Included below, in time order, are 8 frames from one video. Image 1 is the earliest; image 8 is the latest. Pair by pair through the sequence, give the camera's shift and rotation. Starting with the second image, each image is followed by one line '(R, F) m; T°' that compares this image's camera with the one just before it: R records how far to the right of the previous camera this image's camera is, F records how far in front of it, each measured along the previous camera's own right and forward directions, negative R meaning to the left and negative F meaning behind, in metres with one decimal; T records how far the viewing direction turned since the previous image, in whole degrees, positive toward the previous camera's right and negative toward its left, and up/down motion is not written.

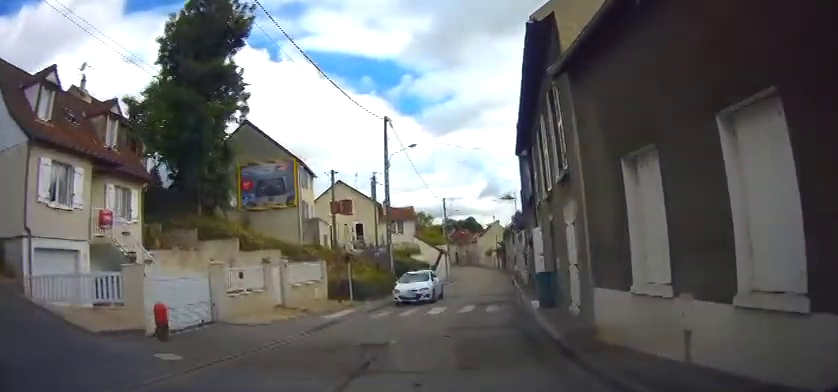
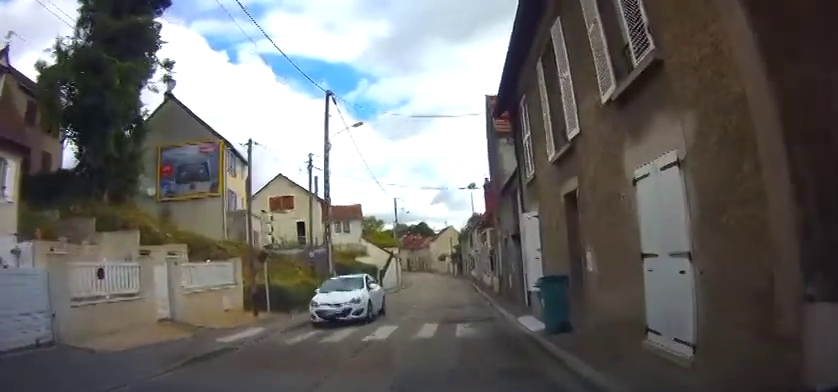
(+0.2, +5.4) m; +6°
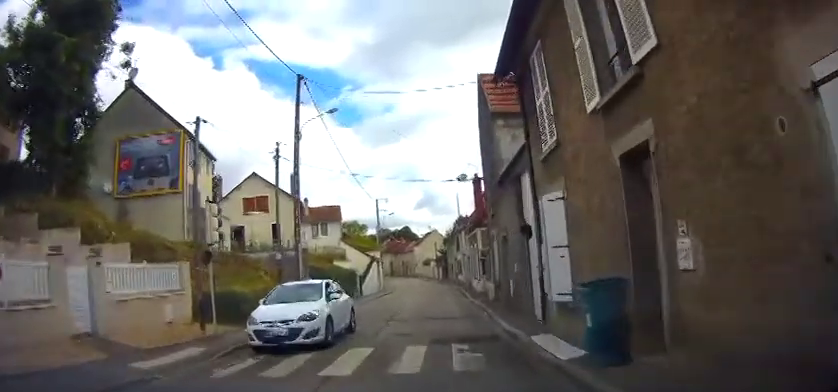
(+0.2, +3.1) m; +2°
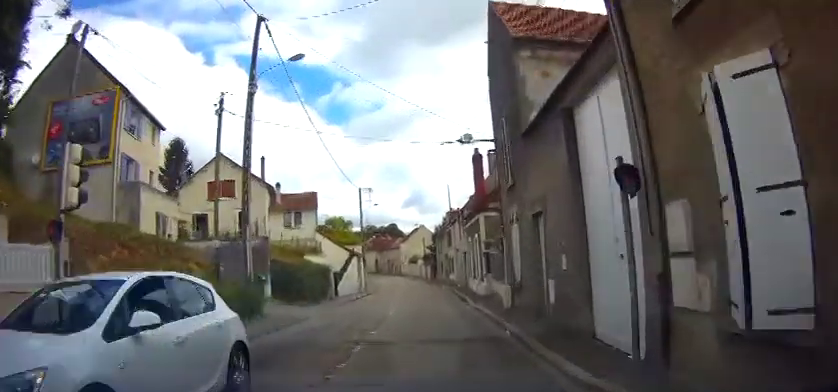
(+0.2, +5.6) m; +2°
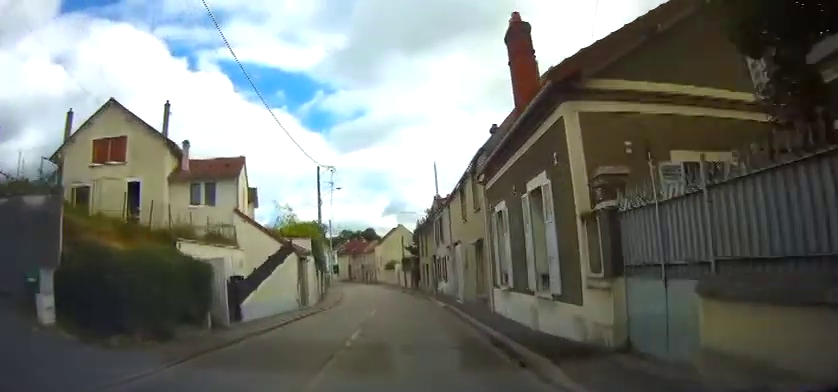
(+0.1, +13.9) m; +1°
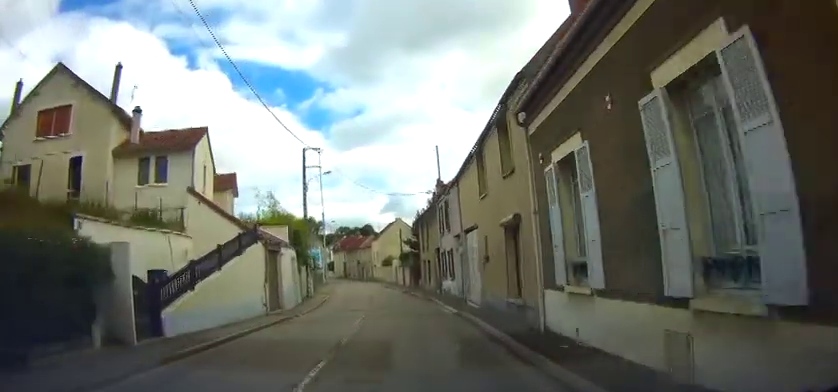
(0.0, +5.2) m; +1°
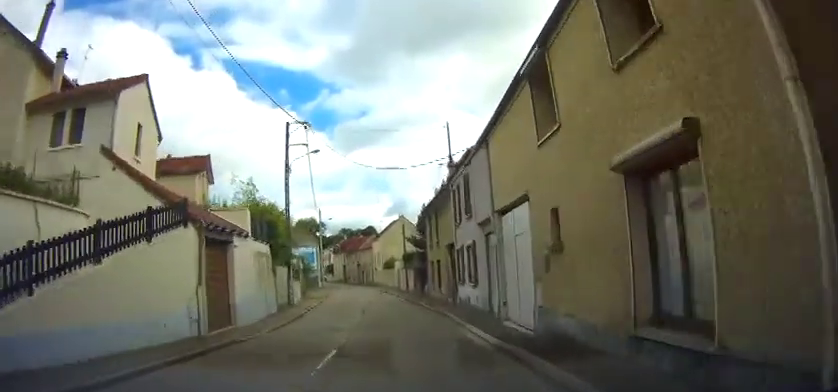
(+0.1, +6.5) m; 0°
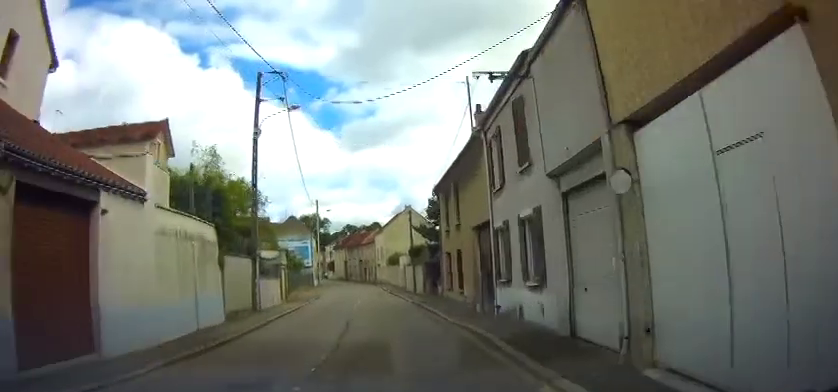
(-0.1, +7.7) m; -1°
